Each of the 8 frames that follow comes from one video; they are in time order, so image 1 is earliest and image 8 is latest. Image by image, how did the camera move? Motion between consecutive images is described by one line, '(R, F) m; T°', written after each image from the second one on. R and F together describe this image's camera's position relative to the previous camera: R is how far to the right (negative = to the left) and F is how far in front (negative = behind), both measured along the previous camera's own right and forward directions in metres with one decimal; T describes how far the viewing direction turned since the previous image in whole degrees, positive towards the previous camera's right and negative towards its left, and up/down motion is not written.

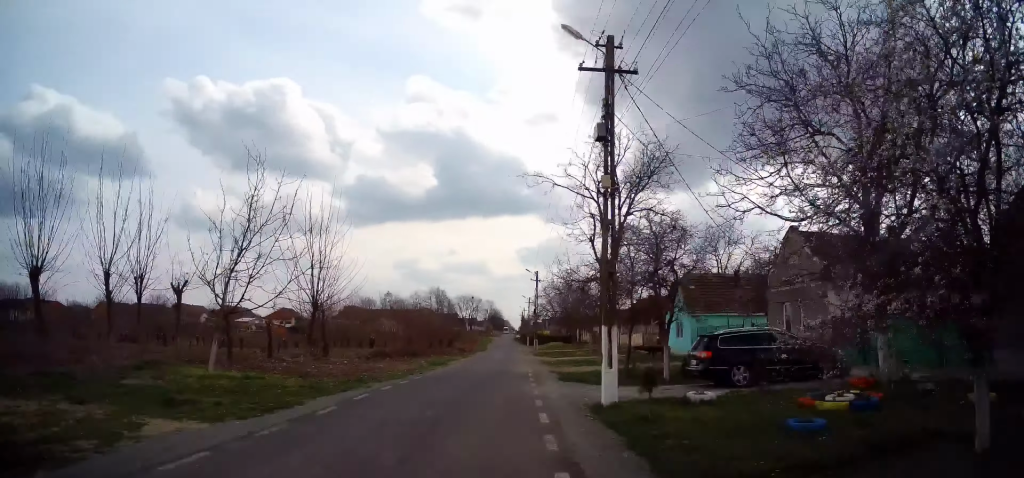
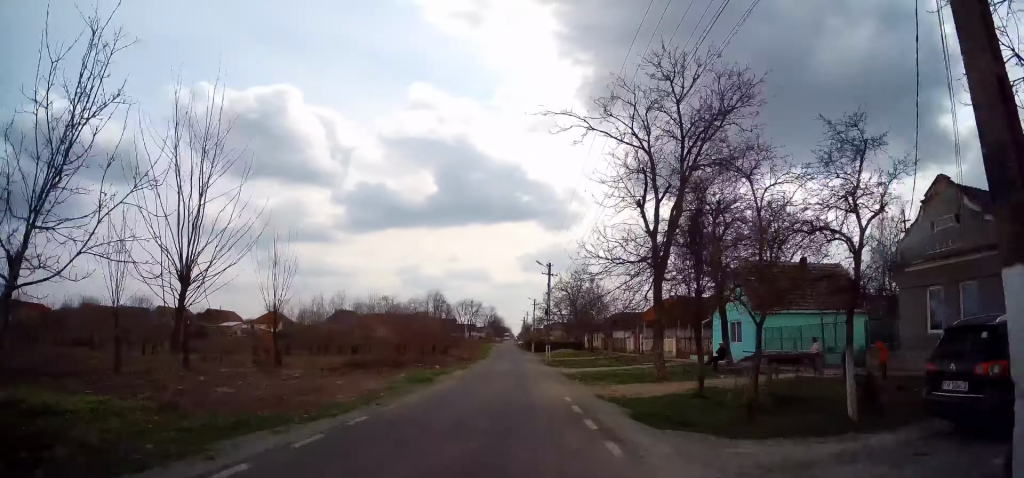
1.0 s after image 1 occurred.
(-0.1, +8.0) m; 0°
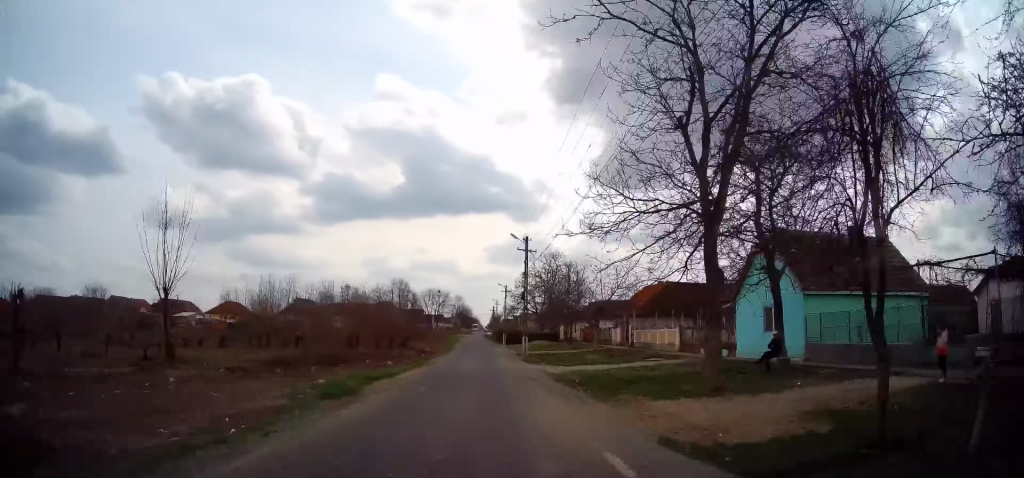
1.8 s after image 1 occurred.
(0.0, +6.9) m; 0°
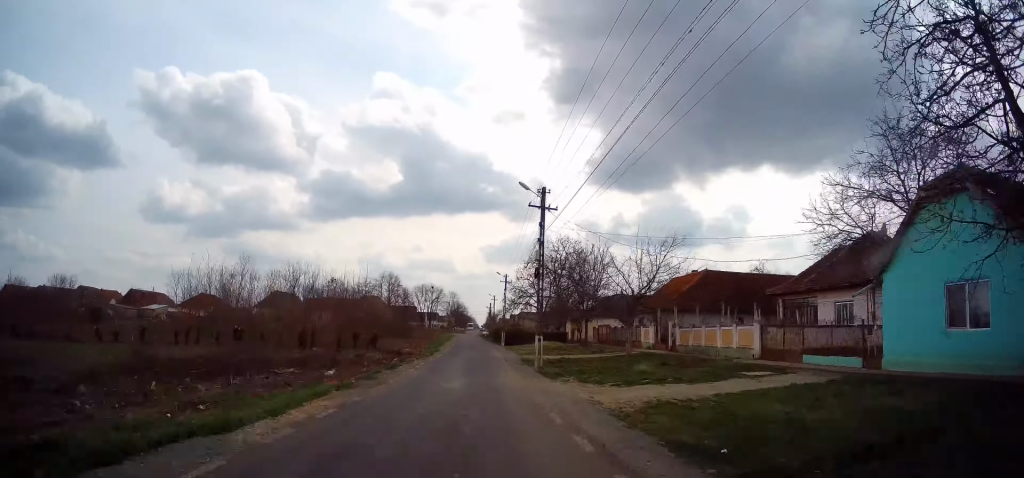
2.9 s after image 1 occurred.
(0.0, +11.1) m; 0°
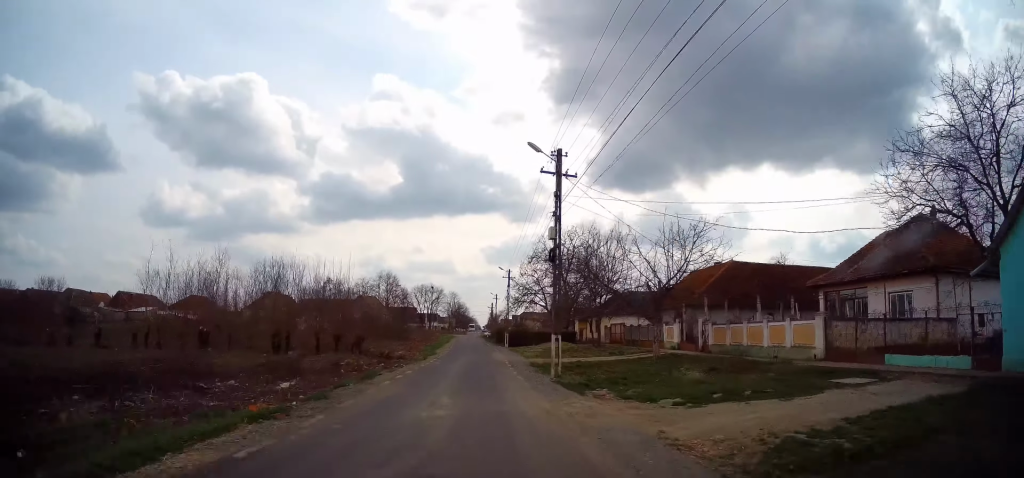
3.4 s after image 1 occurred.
(0.0, +4.9) m; 0°
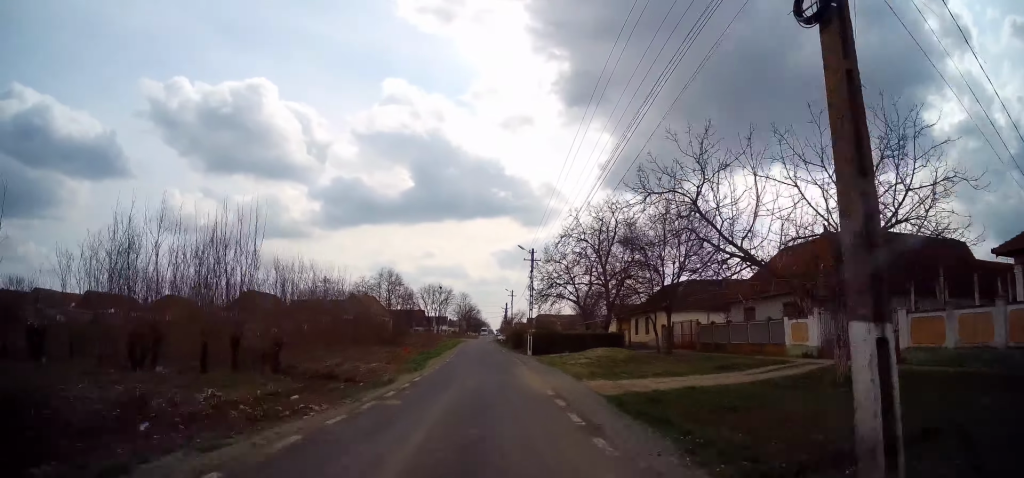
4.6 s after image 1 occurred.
(0.0, +14.1) m; 0°
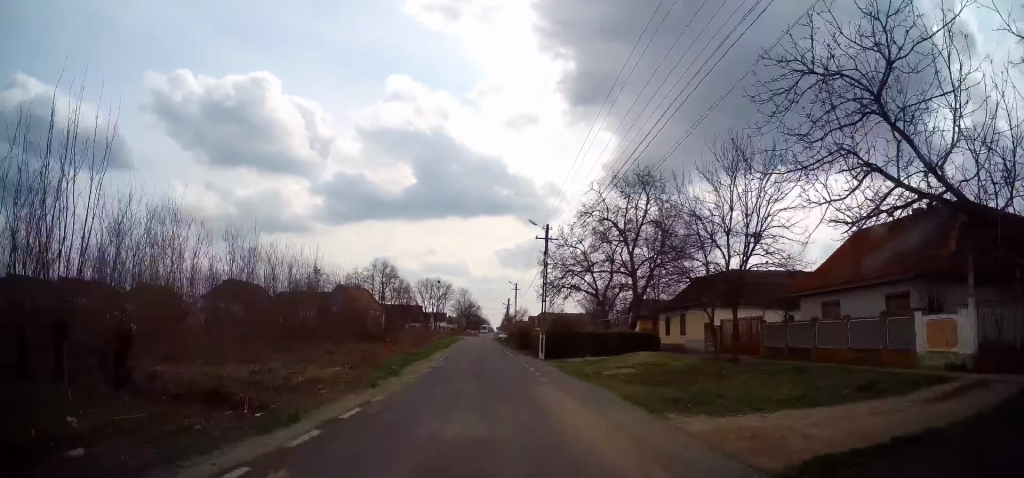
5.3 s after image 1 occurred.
(0.0, +8.1) m; 0°
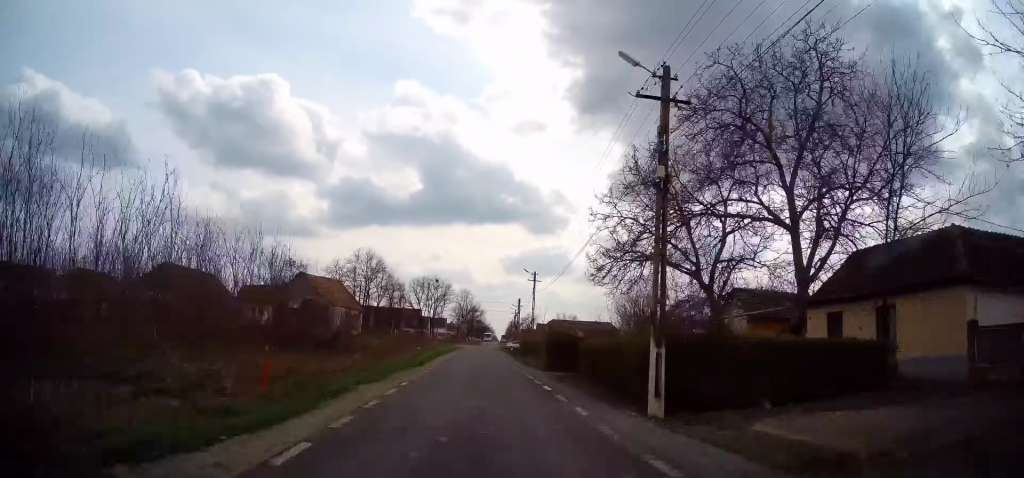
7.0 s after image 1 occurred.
(0.0, +20.2) m; 0°
